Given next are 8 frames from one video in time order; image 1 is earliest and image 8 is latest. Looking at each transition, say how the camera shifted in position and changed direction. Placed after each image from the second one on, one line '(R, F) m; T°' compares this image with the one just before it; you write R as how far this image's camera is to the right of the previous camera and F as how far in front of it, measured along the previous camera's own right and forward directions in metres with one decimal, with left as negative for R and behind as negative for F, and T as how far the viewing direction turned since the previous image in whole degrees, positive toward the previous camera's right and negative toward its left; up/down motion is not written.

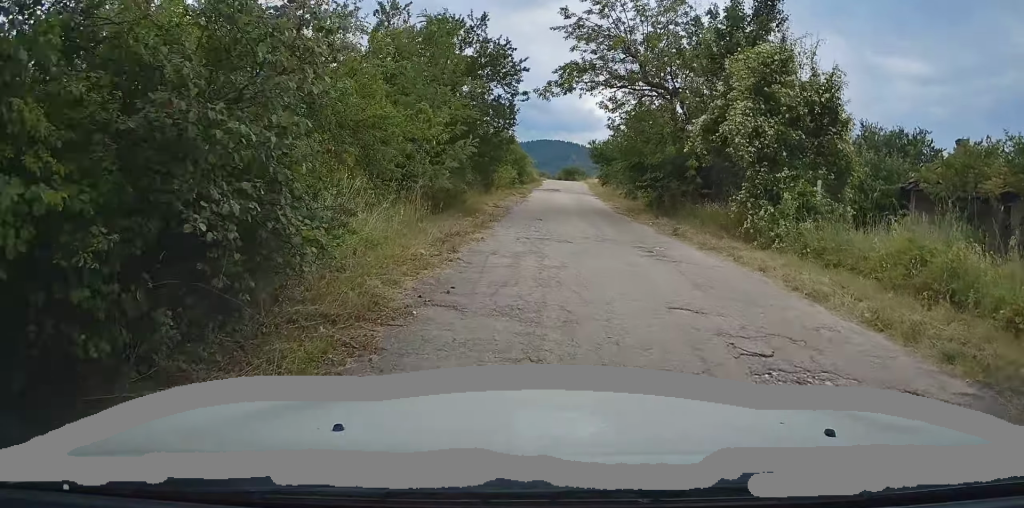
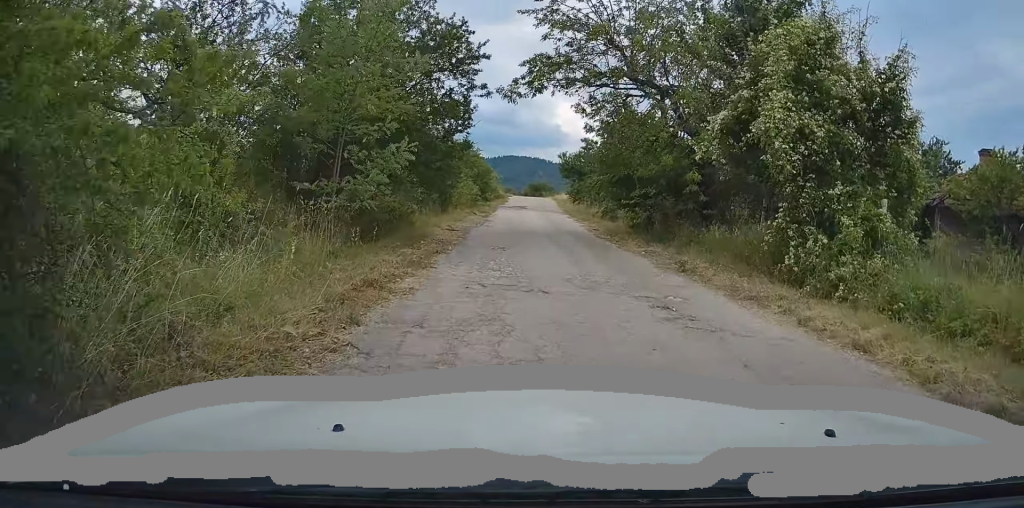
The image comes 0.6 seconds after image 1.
(+0.1, +3.8) m; +1°
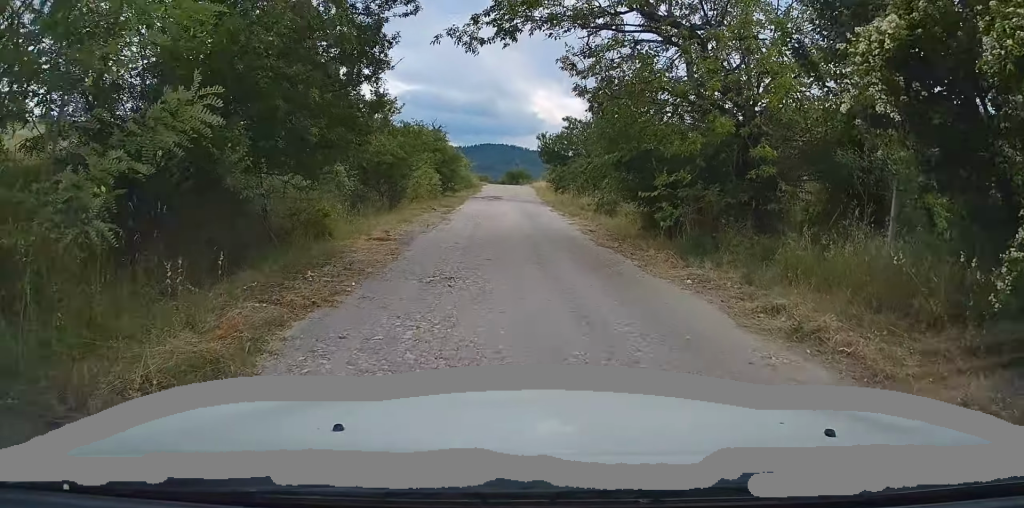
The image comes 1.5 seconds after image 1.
(+0.1, +5.8) m; +1°
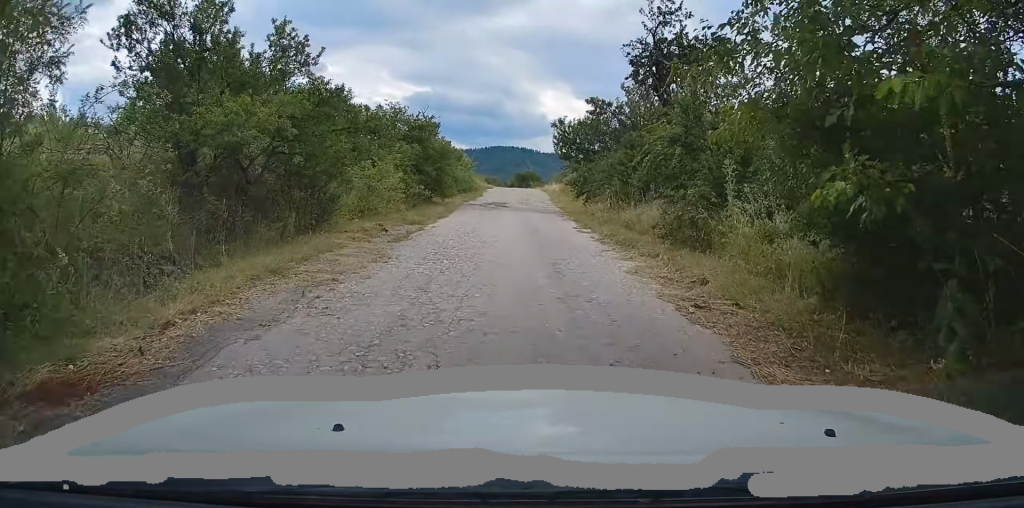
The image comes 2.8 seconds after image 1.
(0.0, +8.9) m; -3°
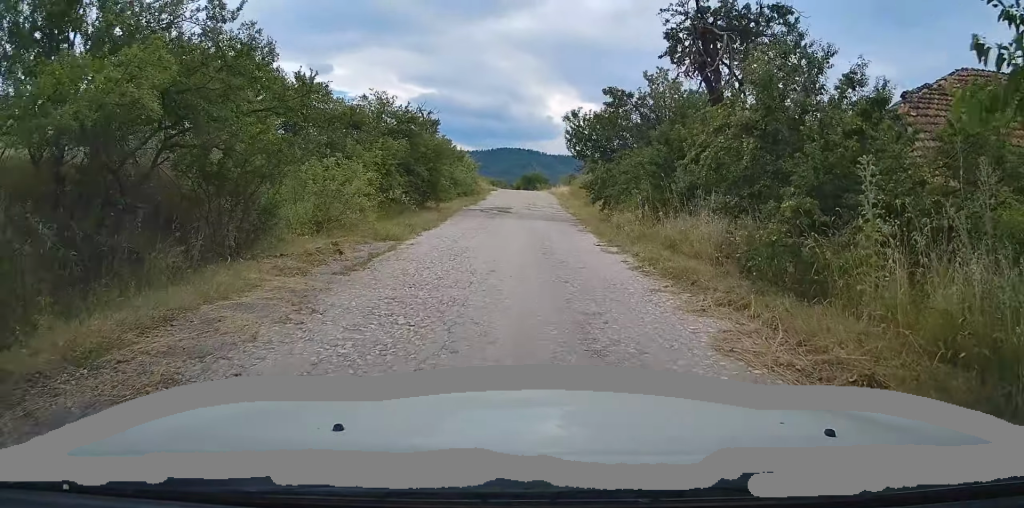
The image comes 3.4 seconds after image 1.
(-0.2, +3.7) m; 0°
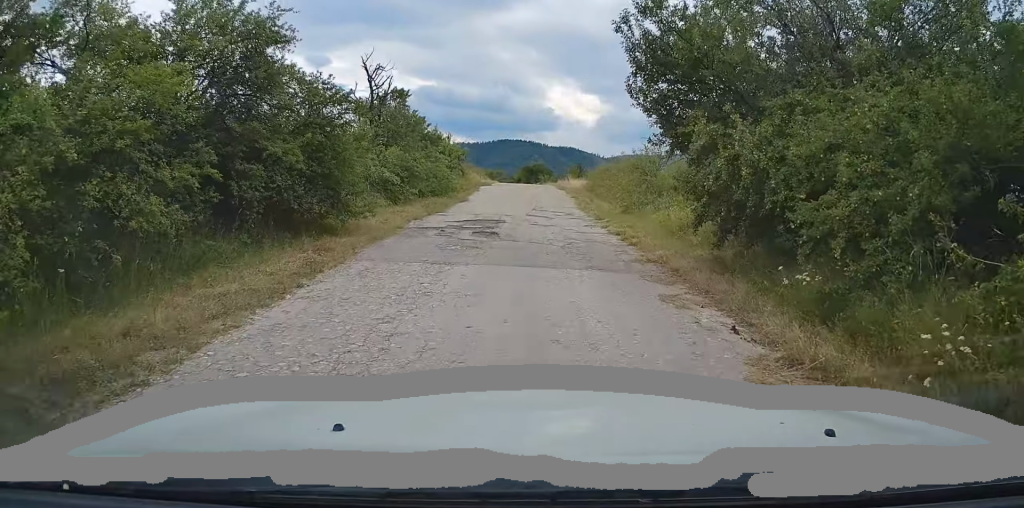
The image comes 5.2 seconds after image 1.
(+0.6, +13.2) m; +3°
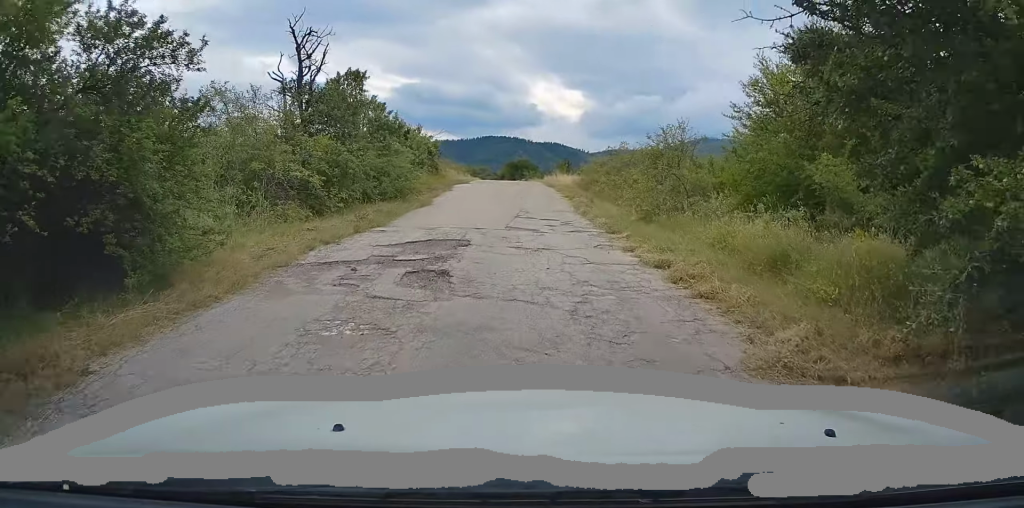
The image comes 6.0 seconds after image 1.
(-0.1, +6.1) m; -1°
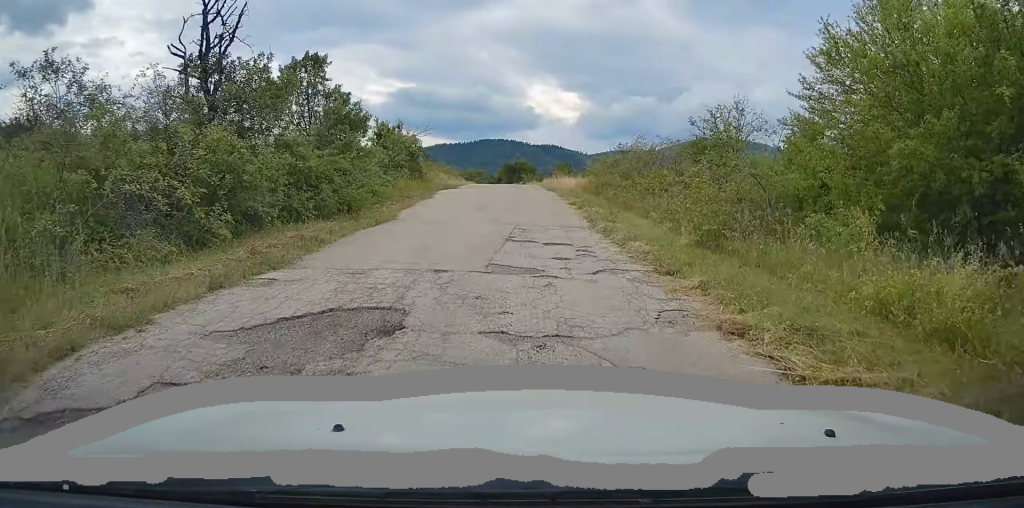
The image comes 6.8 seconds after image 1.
(-0.2, +5.4) m; +1°
